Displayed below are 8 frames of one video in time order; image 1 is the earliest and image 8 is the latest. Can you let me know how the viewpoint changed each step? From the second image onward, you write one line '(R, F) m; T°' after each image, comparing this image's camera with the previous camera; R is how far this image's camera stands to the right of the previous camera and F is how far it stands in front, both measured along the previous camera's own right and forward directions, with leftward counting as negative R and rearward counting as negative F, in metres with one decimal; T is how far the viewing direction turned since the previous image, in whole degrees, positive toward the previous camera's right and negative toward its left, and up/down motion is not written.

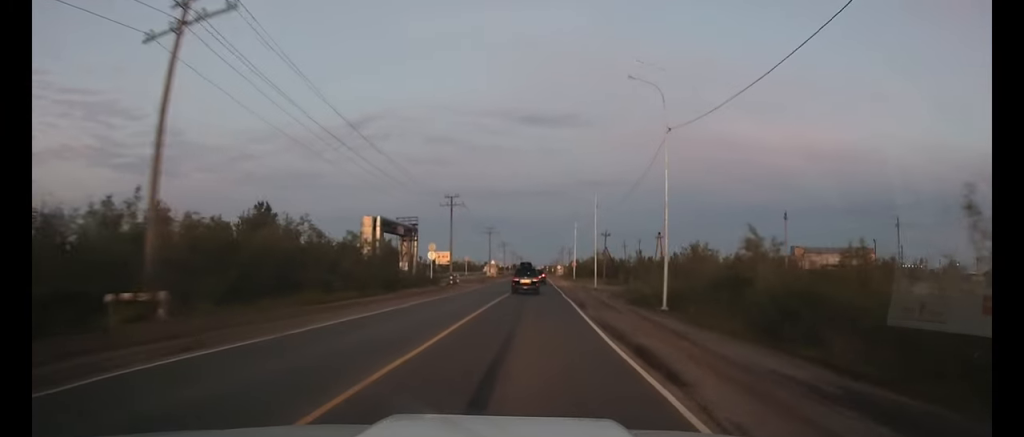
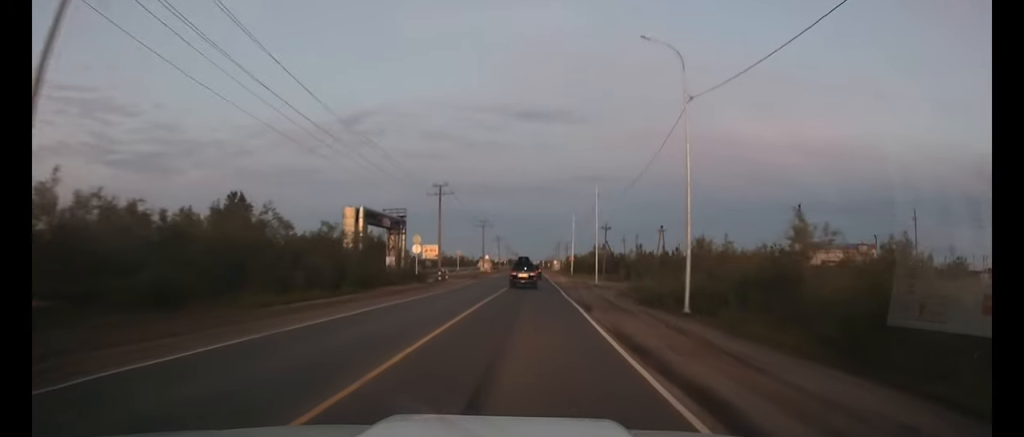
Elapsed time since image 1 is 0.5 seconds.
(0.0, +5.0) m; 0°
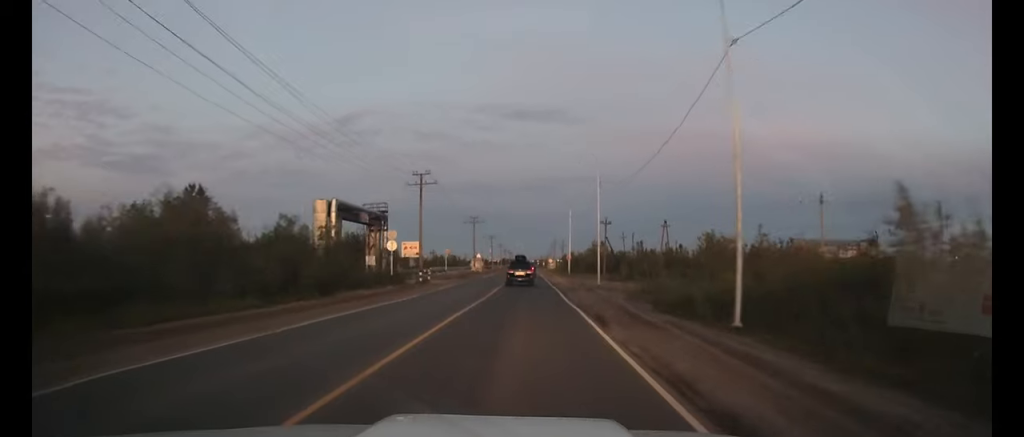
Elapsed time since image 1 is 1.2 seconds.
(0.0, +6.9) m; 0°
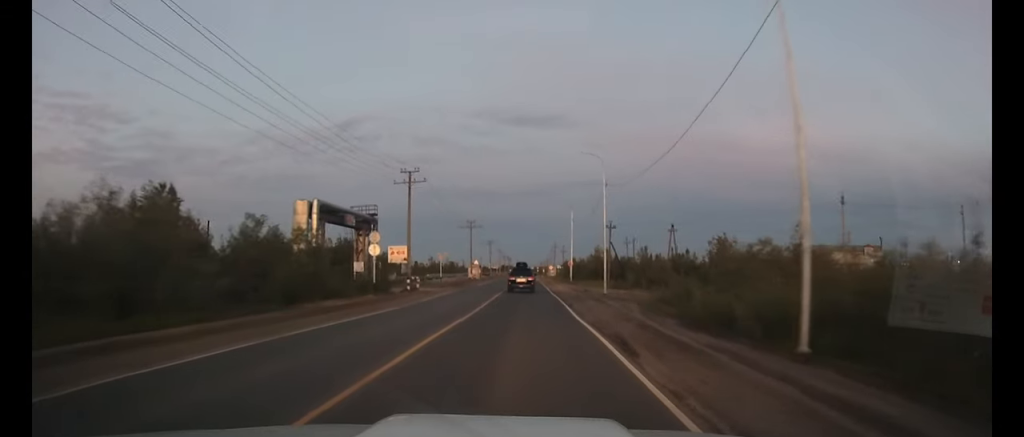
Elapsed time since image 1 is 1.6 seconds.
(0.0, +4.6) m; 0°
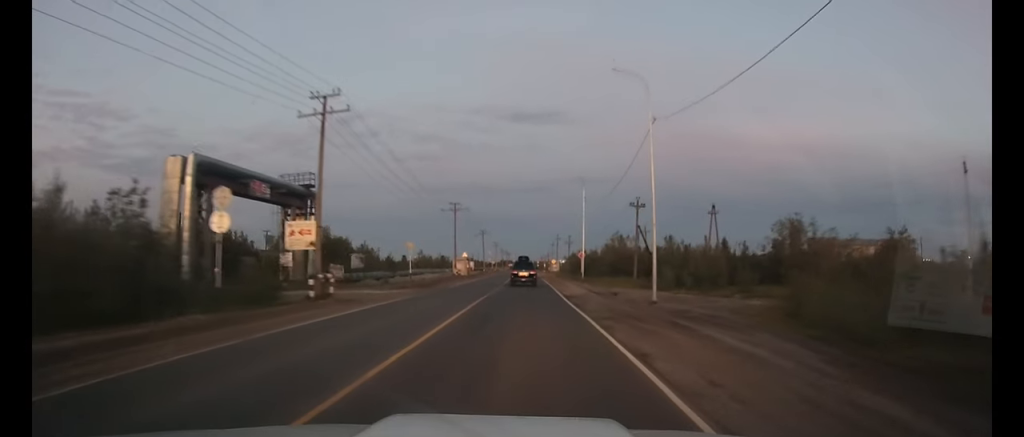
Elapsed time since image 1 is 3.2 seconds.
(0.0, +18.5) m; 0°
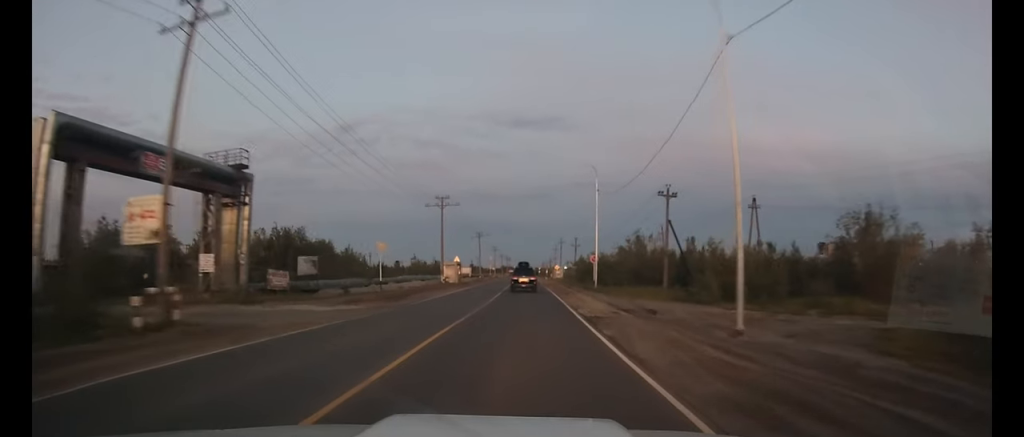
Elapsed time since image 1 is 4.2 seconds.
(0.0, +11.3) m; 0°
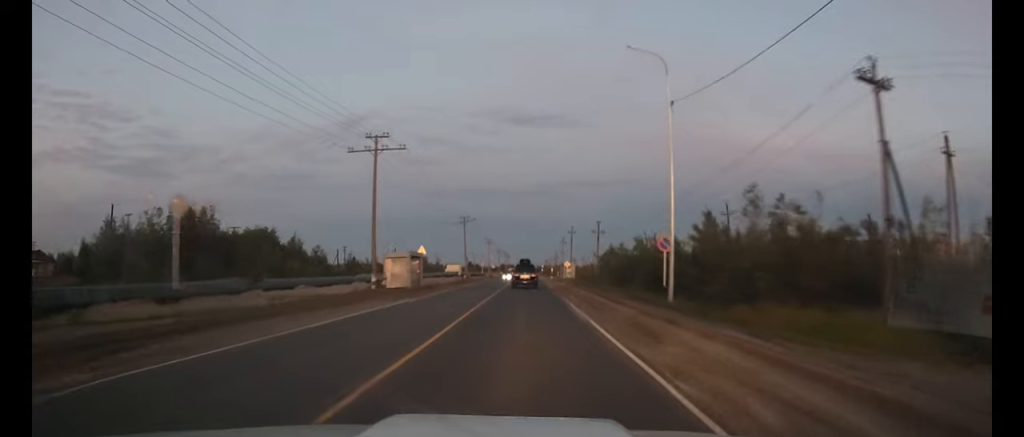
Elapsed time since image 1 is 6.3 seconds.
(0.0, +27.5) m; 0°
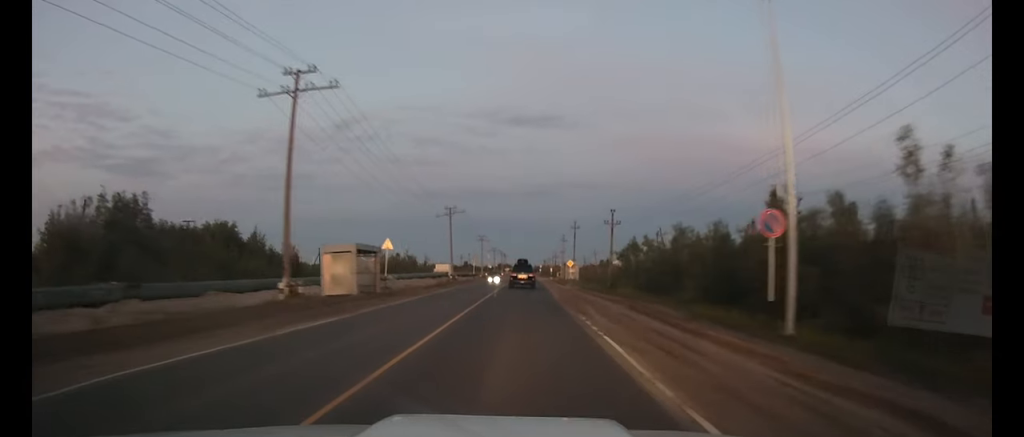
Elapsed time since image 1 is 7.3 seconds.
(0.0, +12.3) m; 0°
